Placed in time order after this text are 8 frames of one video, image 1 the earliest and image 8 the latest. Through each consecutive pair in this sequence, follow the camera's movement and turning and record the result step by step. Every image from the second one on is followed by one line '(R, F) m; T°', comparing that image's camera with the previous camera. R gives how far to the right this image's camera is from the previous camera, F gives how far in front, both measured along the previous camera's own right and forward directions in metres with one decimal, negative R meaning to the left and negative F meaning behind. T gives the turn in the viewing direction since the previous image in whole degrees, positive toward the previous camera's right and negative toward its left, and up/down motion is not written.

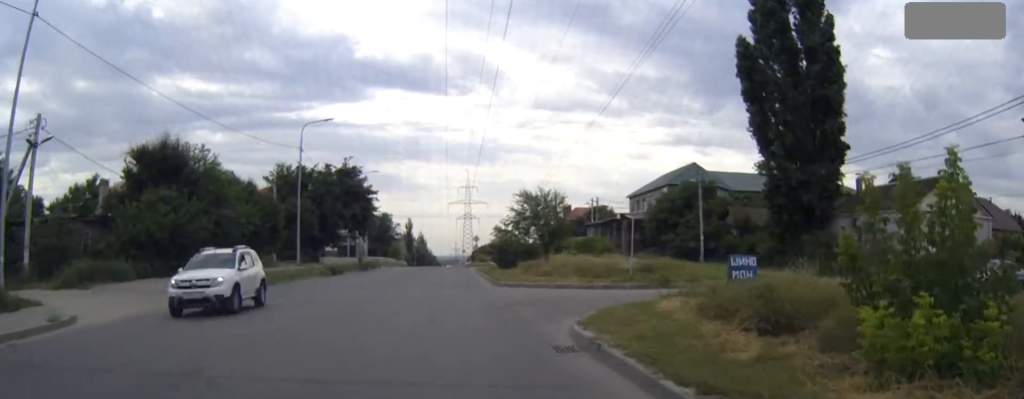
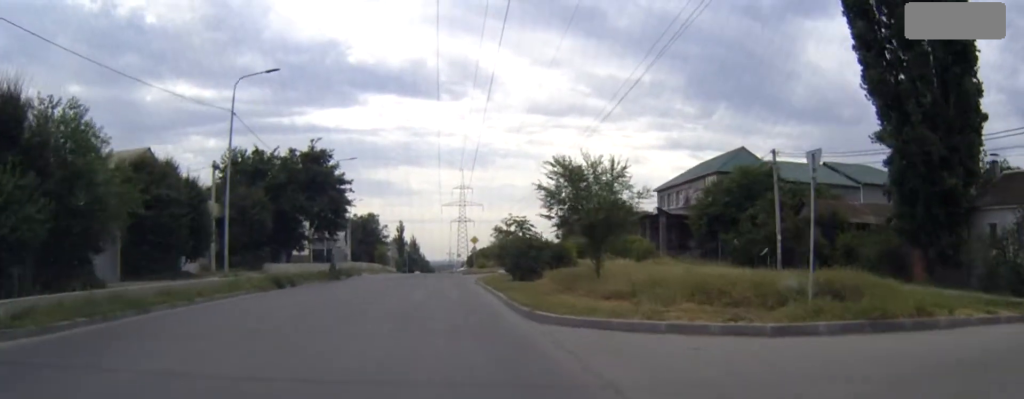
(0.0, +16.1) m; 0°
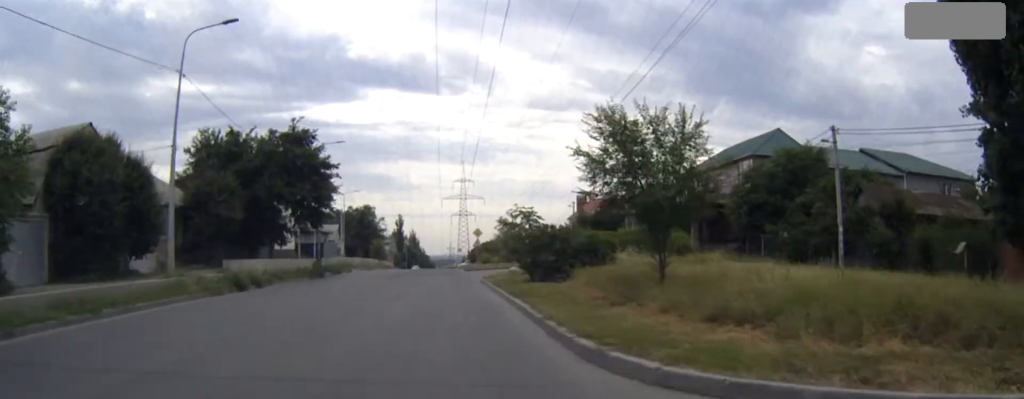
(0.0, +8.0) m; 0°
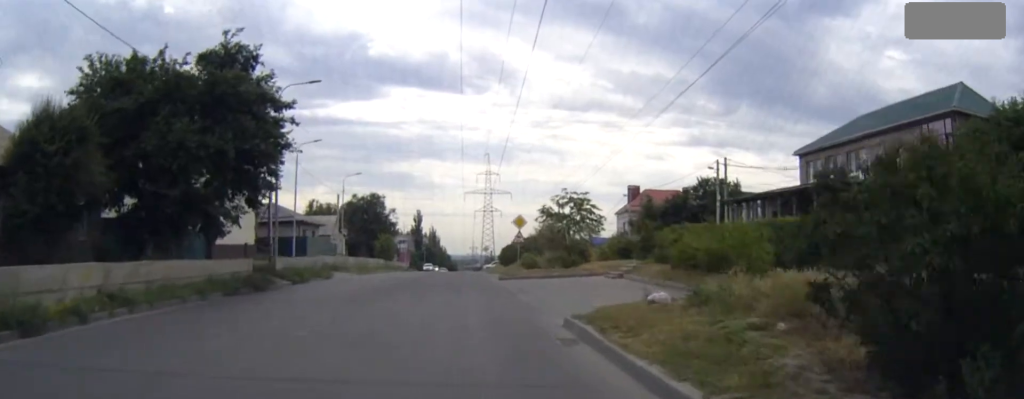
(0.0, +22.8) m; -1°
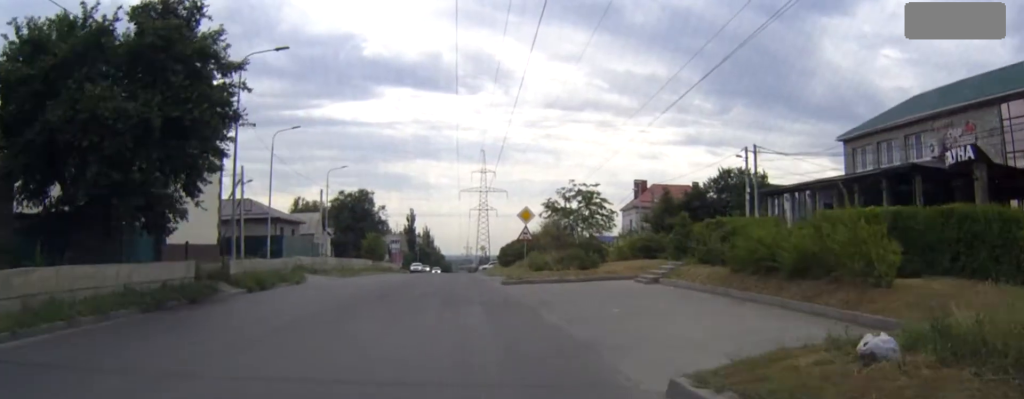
(-0.1, +7.5) m; 0°
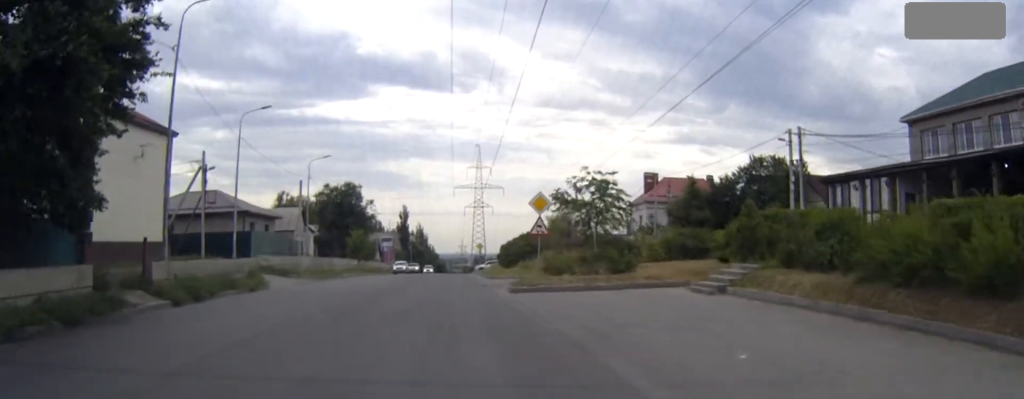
(0.0, +8.2) m; 0°
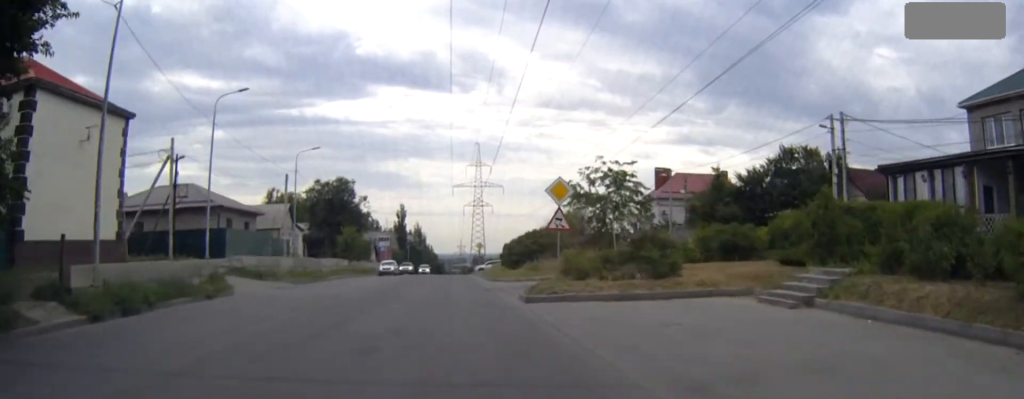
(0.0, +5.7) m; 0°
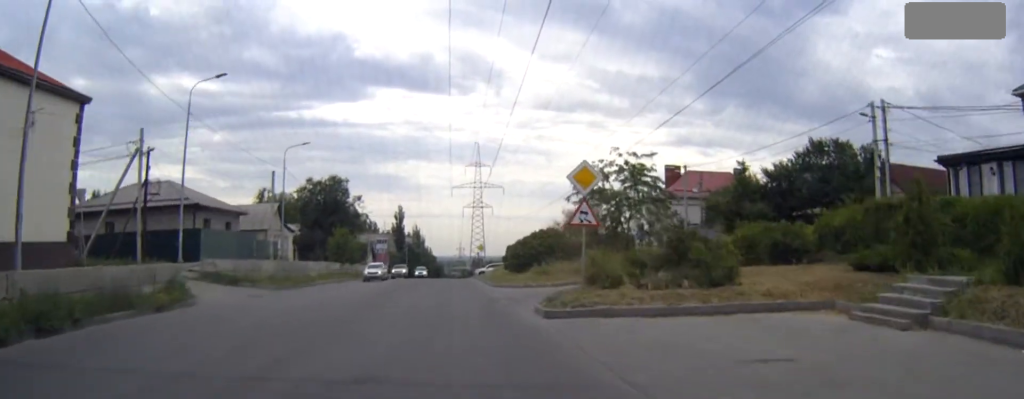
(0.0, +4.7) m; 0°
